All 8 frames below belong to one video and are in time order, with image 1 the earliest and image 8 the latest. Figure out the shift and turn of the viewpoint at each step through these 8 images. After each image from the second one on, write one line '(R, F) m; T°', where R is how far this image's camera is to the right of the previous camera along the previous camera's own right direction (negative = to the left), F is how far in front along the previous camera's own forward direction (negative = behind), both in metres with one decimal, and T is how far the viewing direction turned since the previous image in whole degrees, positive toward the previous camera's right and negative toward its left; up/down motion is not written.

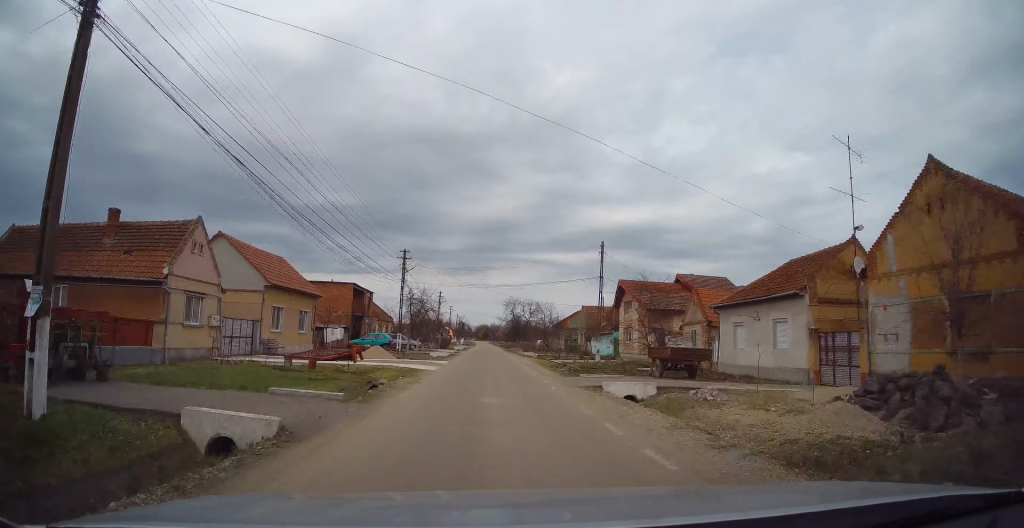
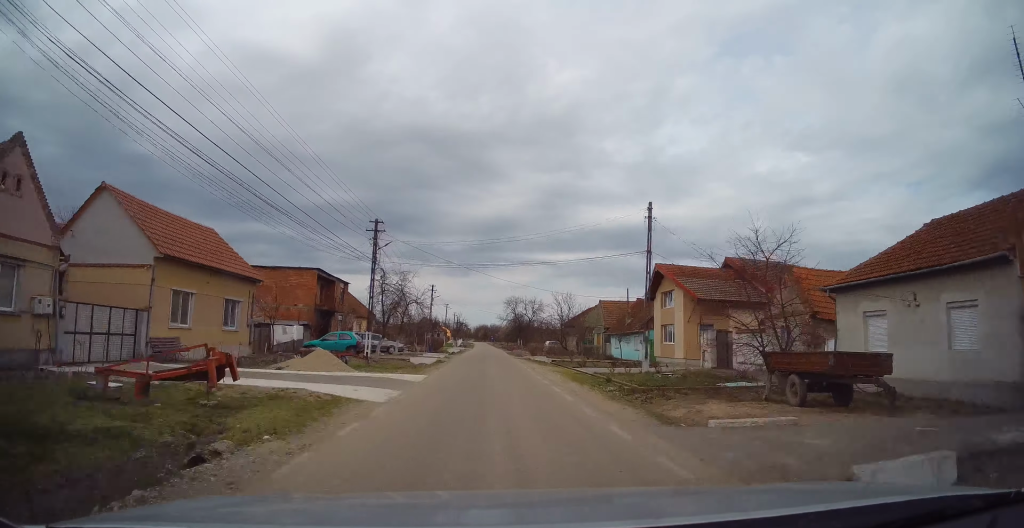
(+0.2, +10.6) m; +1°
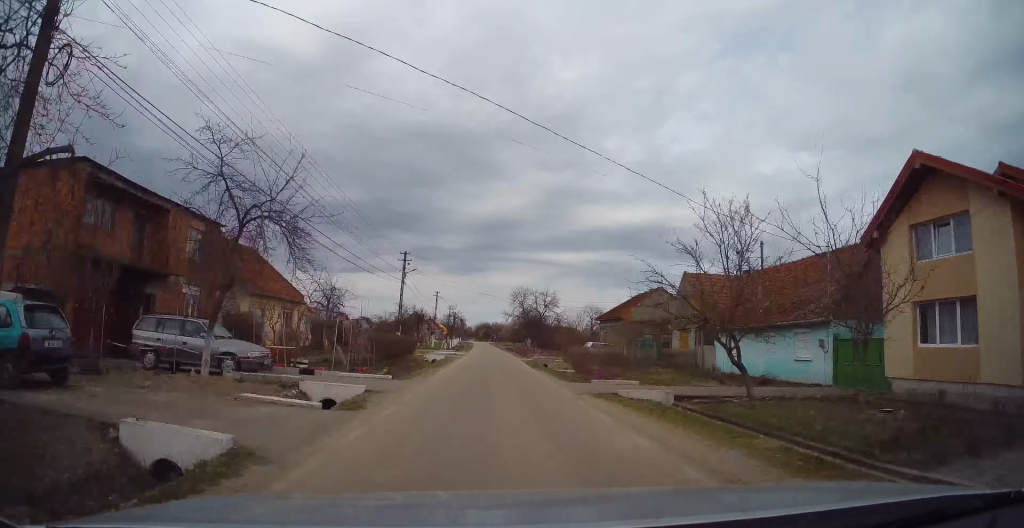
(+0.2, +25.0) m; 0°
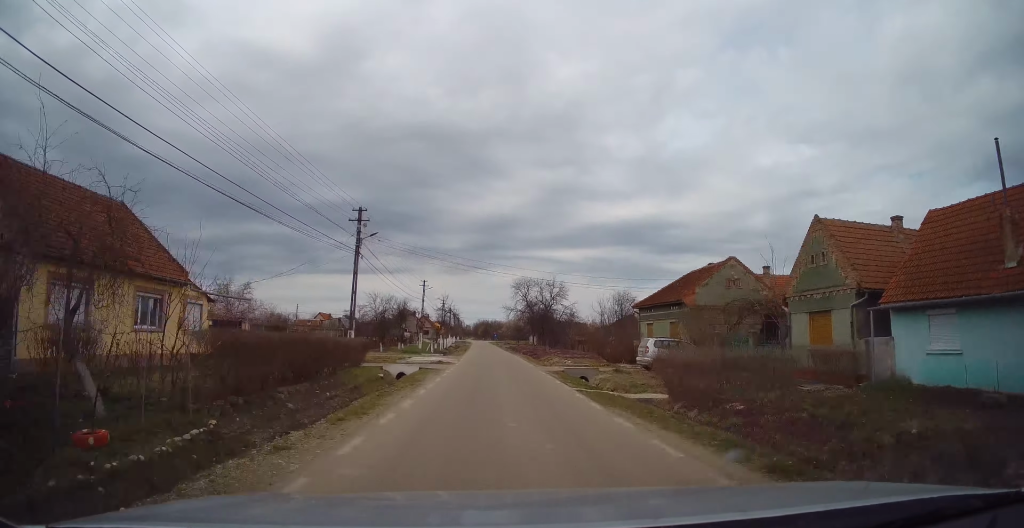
(-0.1, +14.8) m; 0°
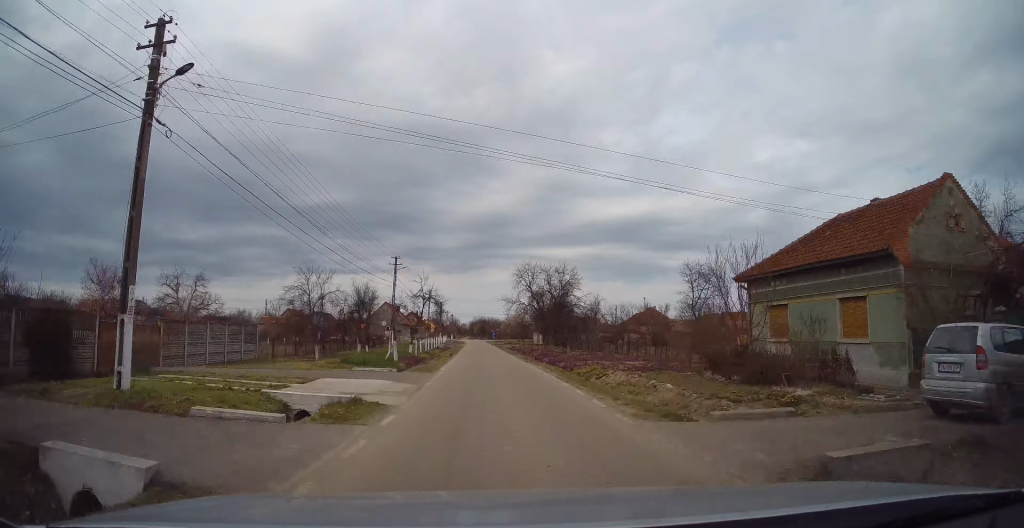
(+0.1, +18.4) m; +1°
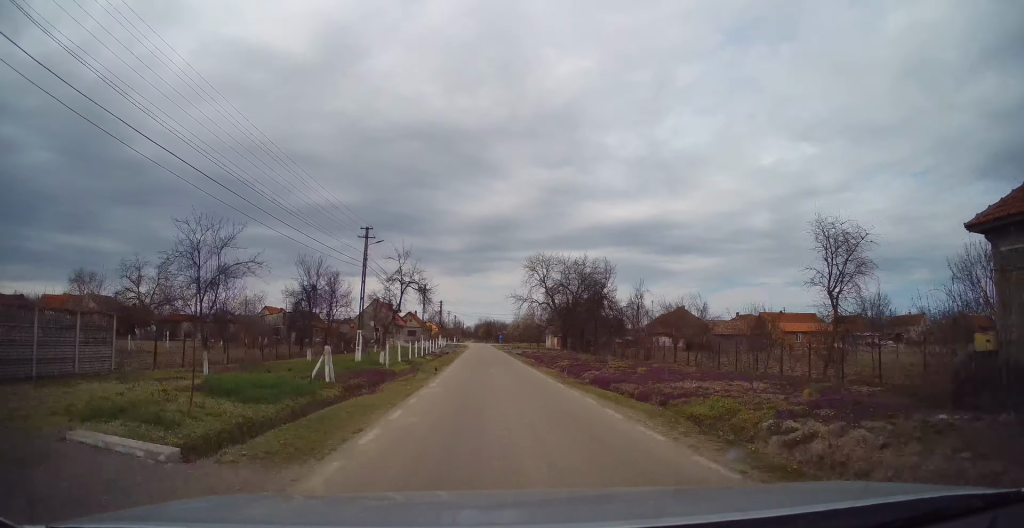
(+0.1, +13.4) m; 0°
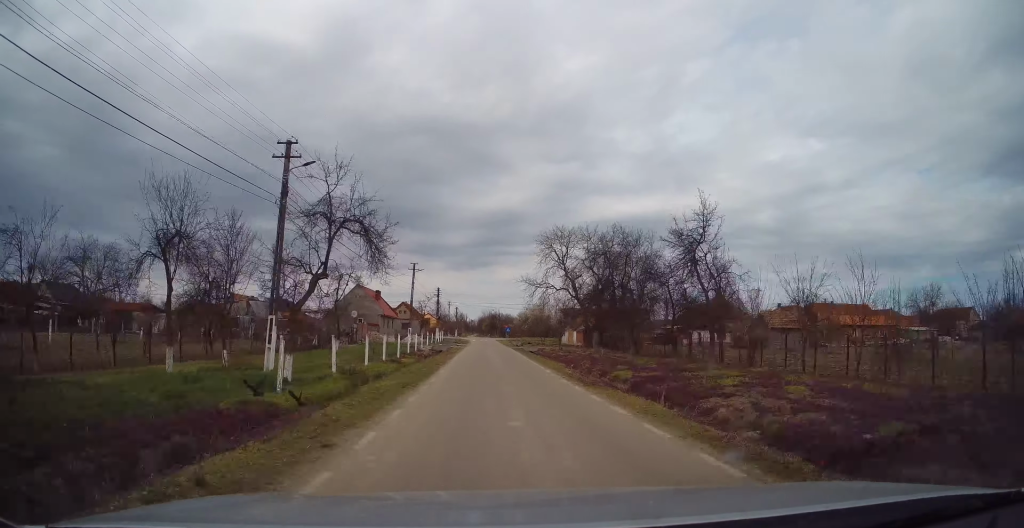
(-0.3, +14.3) m; 0°
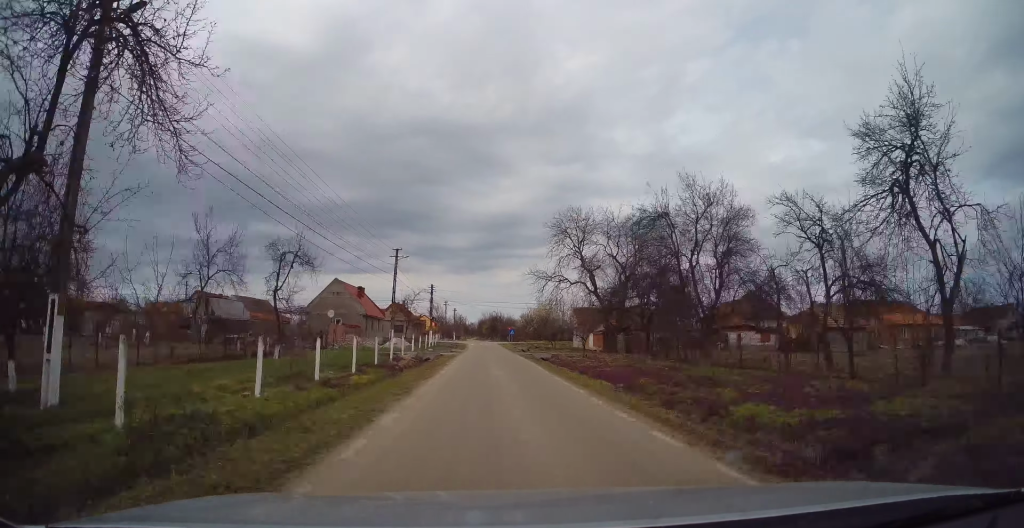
(+0.2, +10.7) m; +1°
